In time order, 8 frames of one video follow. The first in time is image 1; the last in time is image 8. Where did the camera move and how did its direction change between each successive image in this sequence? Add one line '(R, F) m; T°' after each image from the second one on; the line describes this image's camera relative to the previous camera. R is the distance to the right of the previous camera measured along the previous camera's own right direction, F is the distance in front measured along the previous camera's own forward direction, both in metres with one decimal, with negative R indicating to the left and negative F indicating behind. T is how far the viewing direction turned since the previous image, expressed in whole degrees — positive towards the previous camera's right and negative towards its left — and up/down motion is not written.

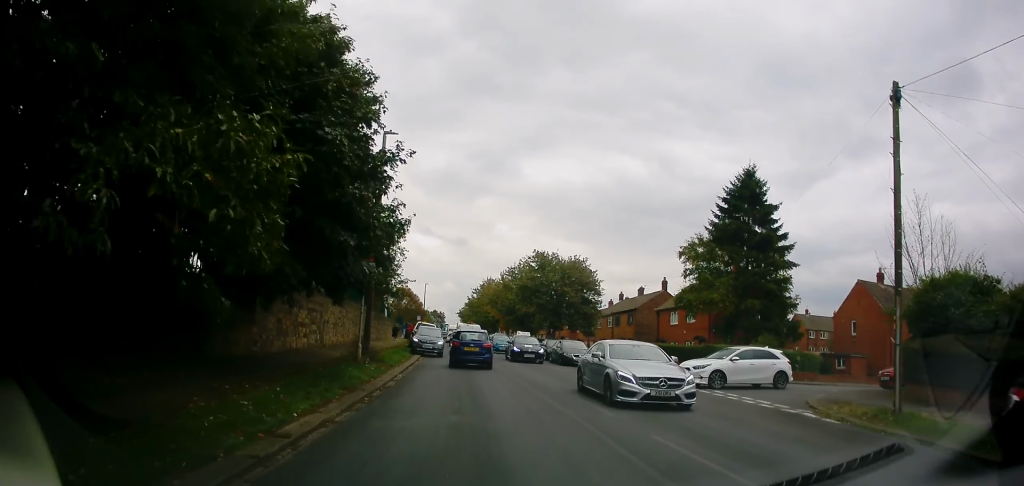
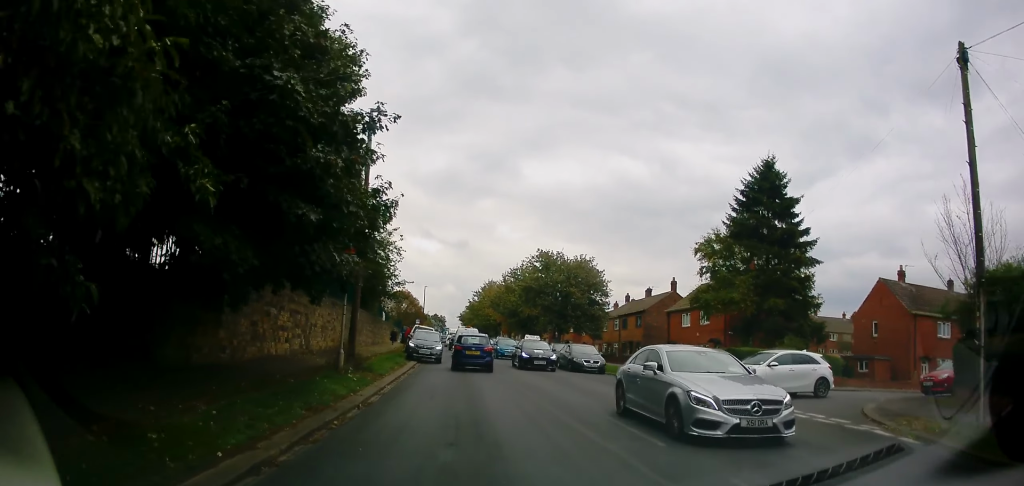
(+0.1, +2.4) m; 0°
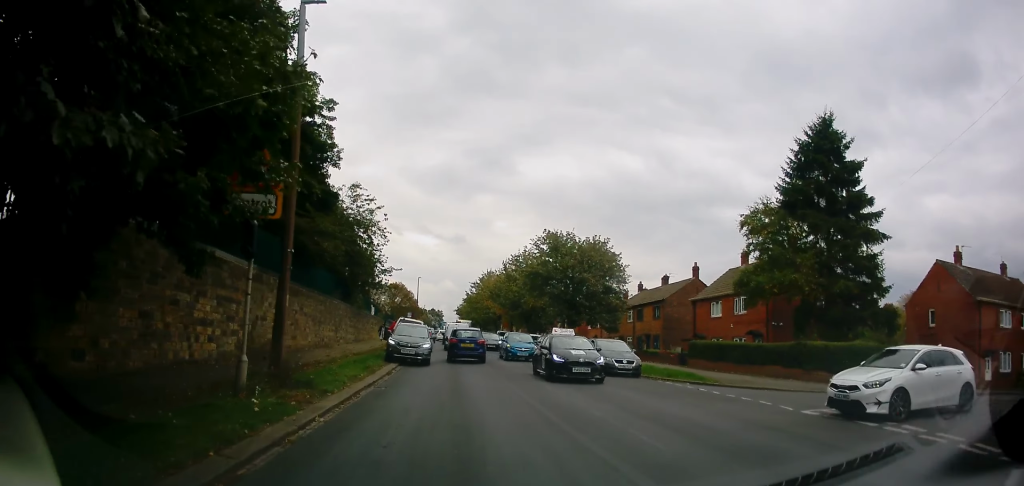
(-0.2, +6.2) m; +1°
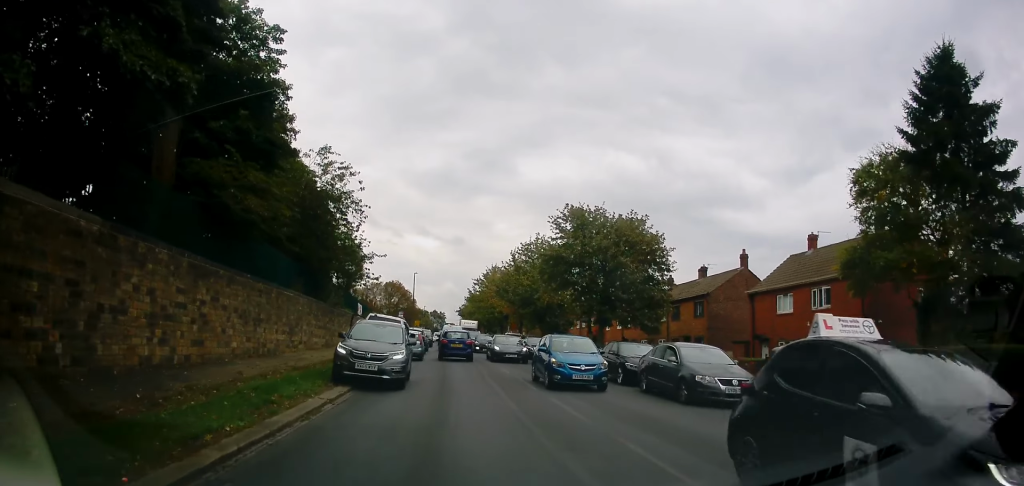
(-0.2, +9.0) m; -1°
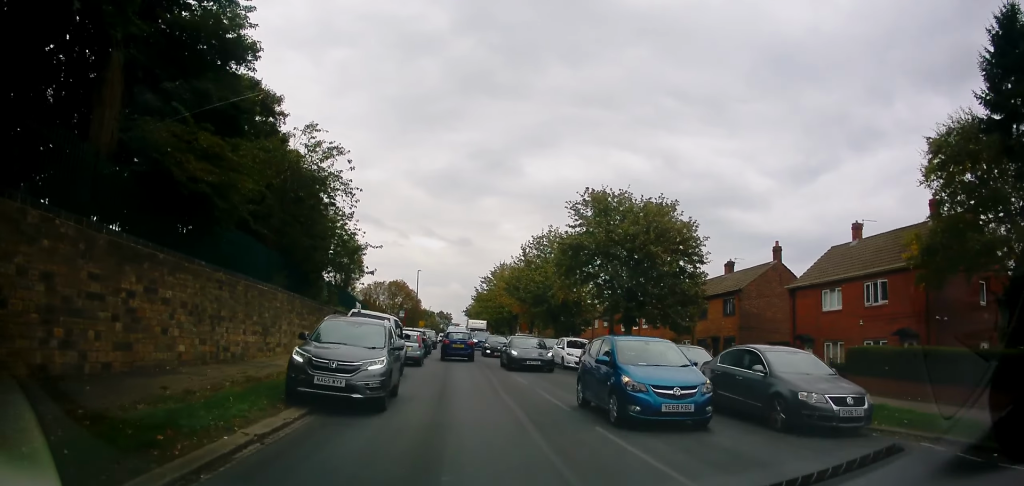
(+0.1, +4.1) m; +1°
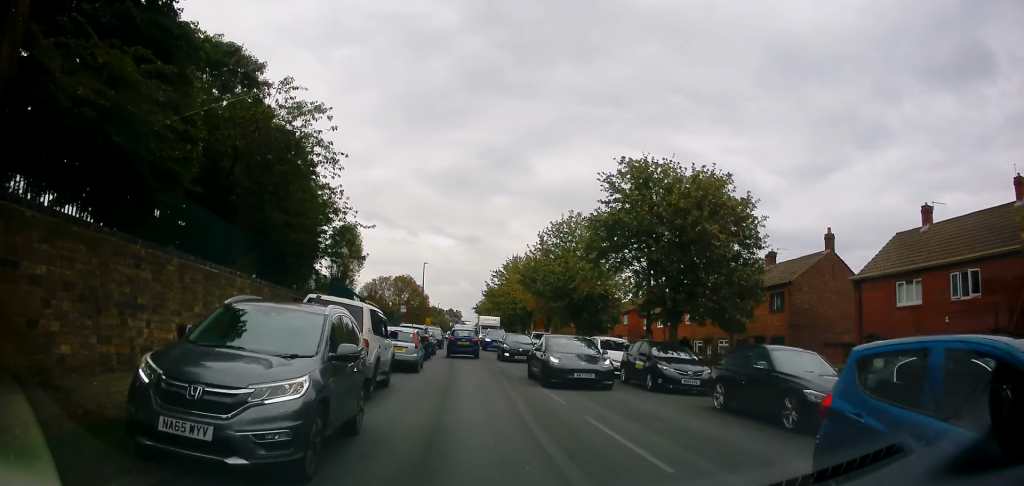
(+0.2, +5.3) m; -1°
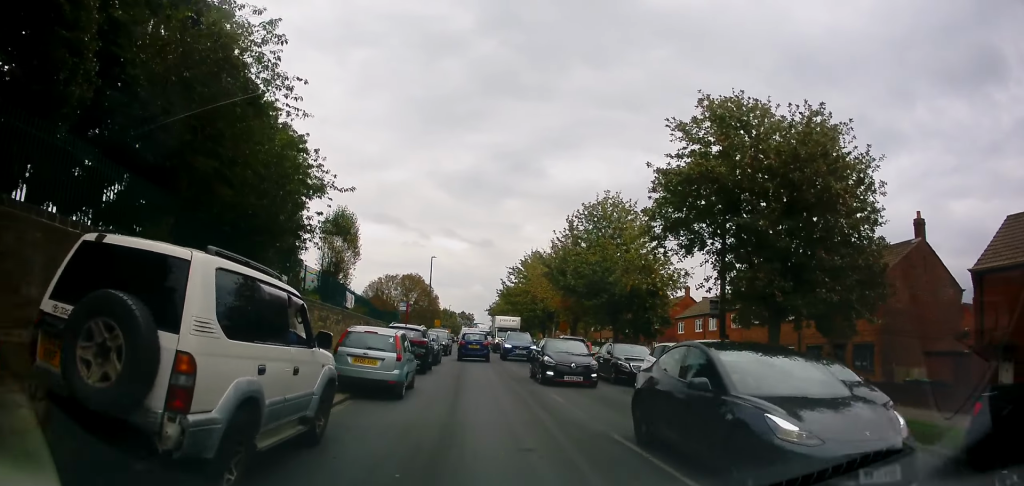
(-0.4, +7.3) m; -4°
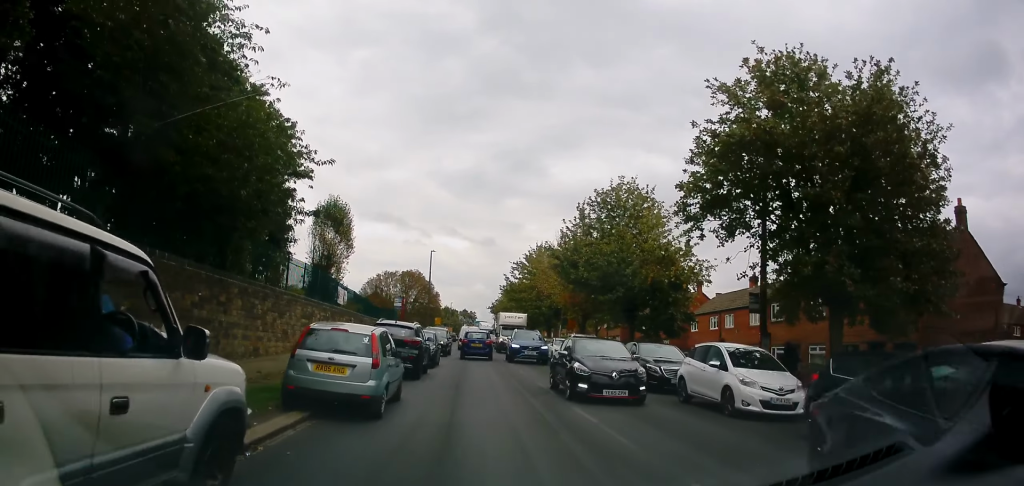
(0.0, +3.0) m; 0°
